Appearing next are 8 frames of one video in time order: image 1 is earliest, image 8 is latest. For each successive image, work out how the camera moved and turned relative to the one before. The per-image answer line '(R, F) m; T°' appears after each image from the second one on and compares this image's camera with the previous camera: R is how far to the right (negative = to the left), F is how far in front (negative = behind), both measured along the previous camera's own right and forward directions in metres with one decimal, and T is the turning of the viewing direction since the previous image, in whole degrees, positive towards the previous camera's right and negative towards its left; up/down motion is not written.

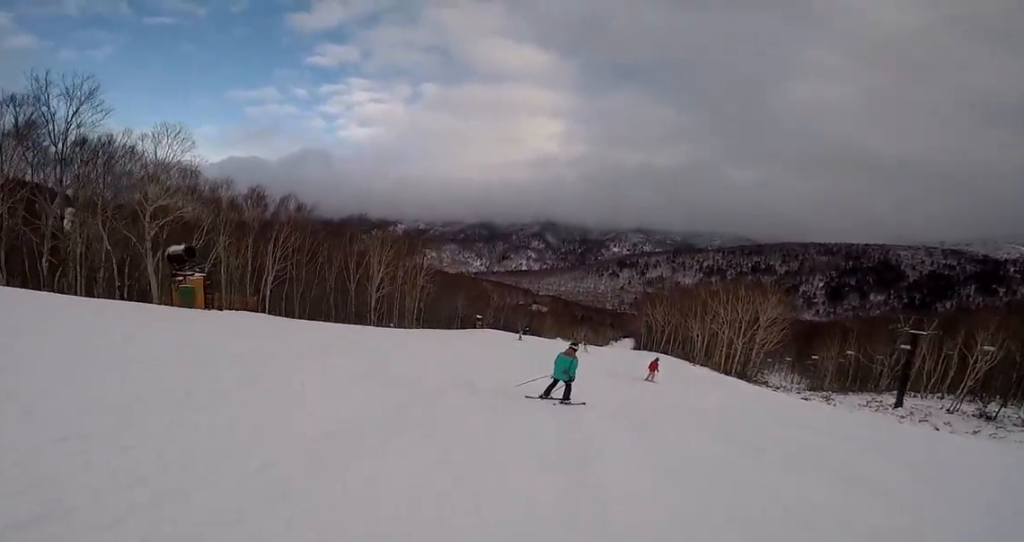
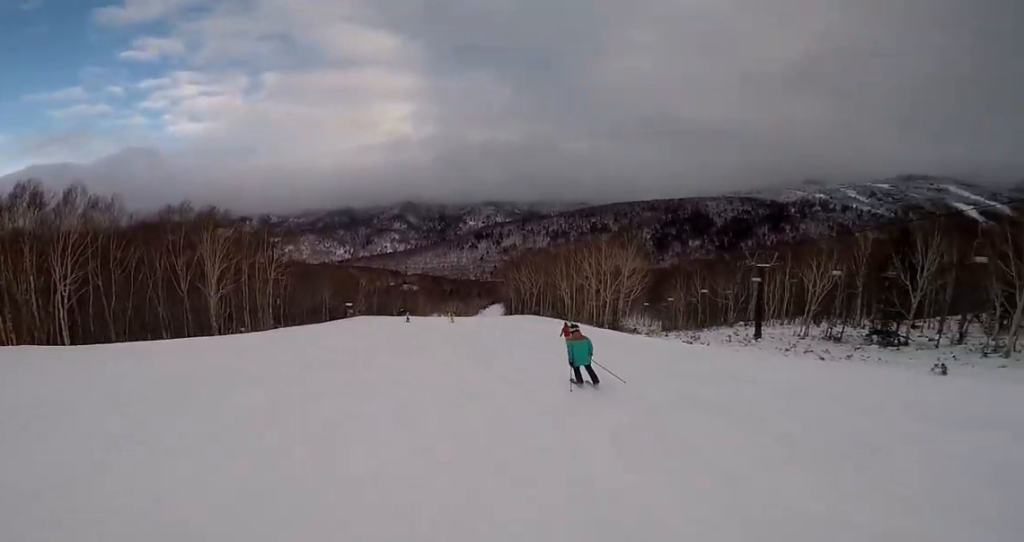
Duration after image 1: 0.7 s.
(+0.5, +4.8) m; +11°
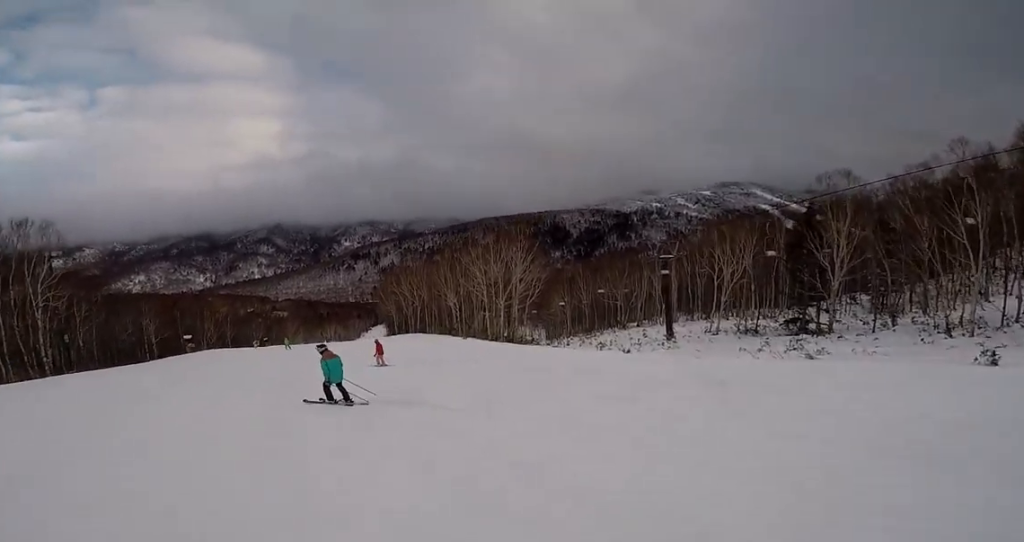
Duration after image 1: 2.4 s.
(+2.5, +11.6) m; -2°
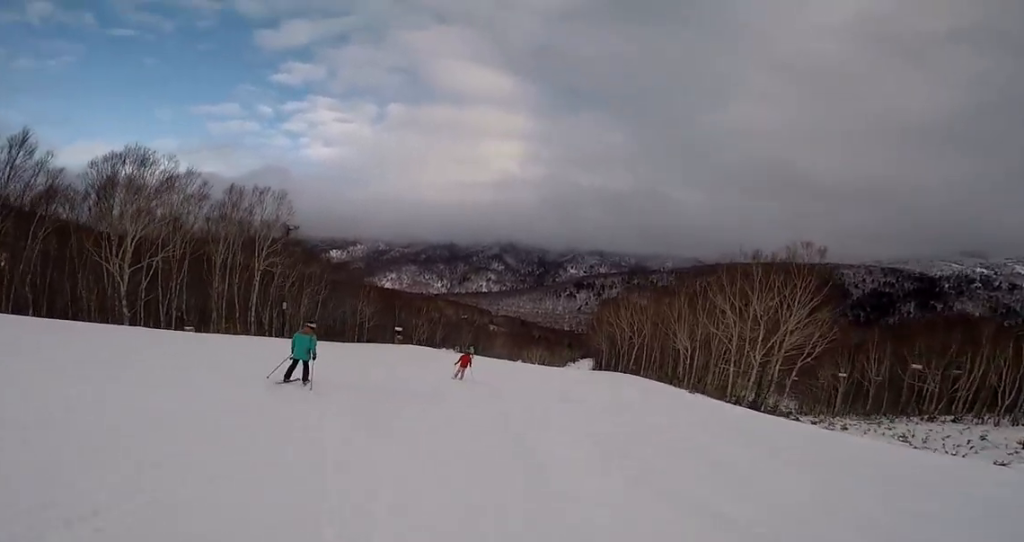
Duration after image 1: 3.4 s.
(-2.7, +7.0) m; -26°
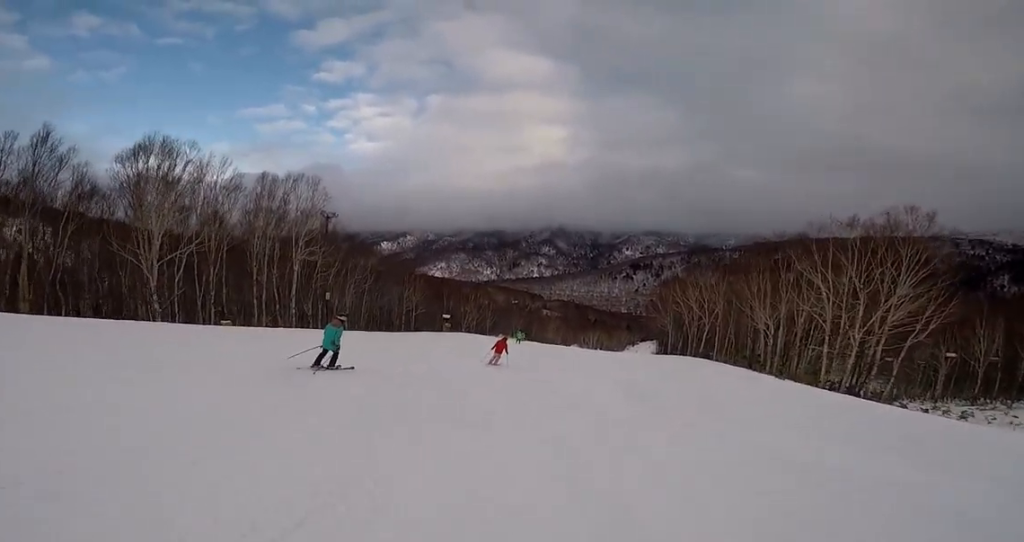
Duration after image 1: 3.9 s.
(-0.1, +3.1) m; +3°
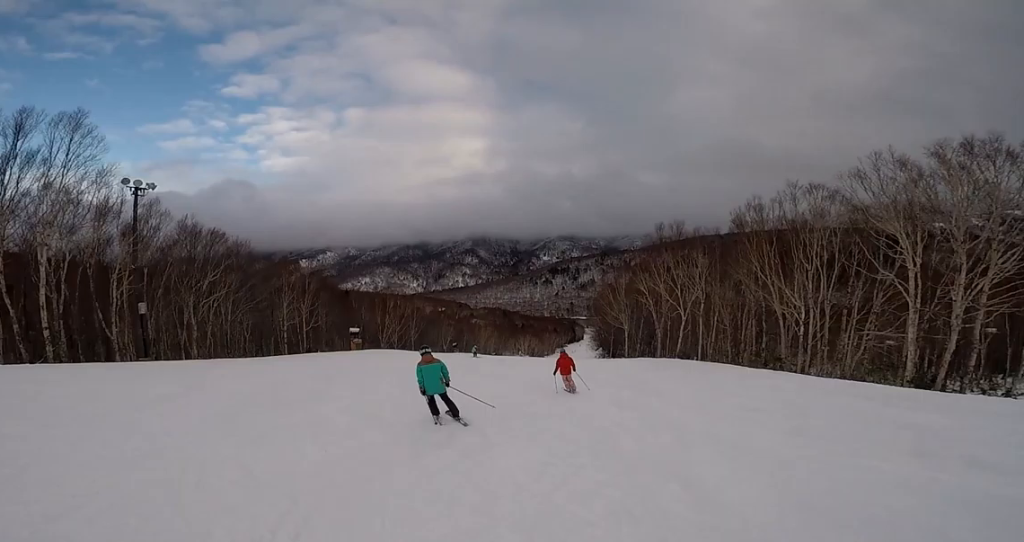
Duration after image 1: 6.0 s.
(+3.5, +14.4) m; +14°
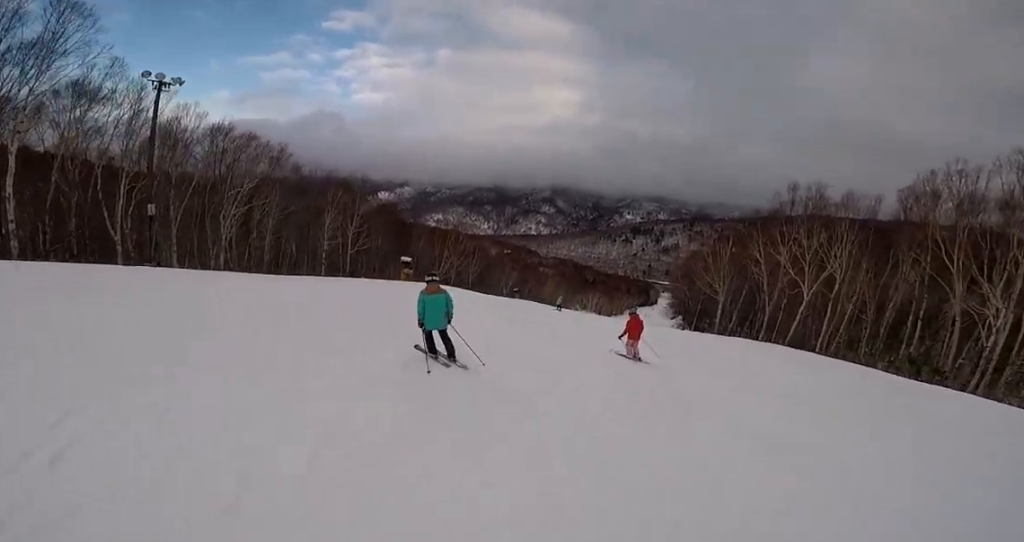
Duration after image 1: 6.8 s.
(-0.5, +5.5) m; -11°
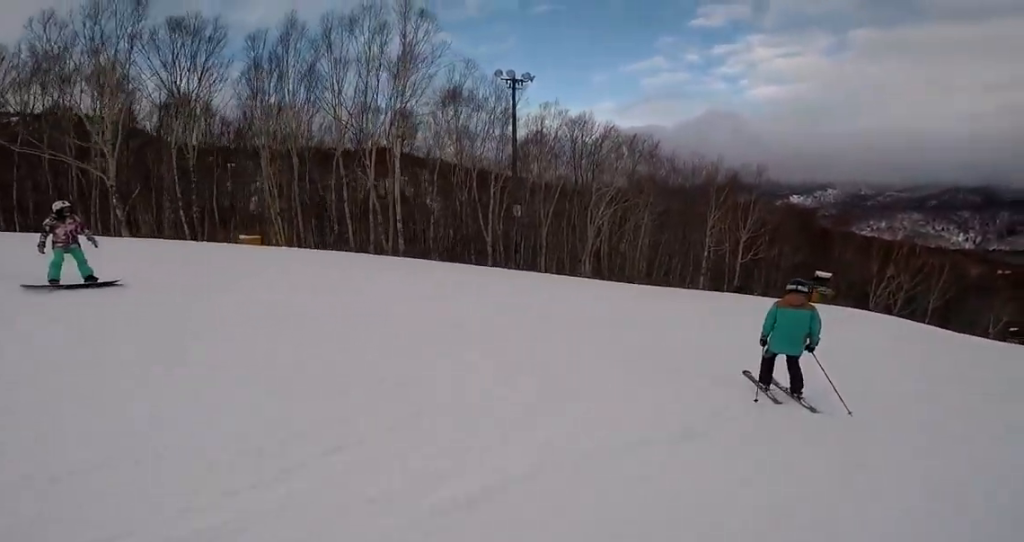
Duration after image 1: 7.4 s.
(-0.5, +3.9) m; -7°
